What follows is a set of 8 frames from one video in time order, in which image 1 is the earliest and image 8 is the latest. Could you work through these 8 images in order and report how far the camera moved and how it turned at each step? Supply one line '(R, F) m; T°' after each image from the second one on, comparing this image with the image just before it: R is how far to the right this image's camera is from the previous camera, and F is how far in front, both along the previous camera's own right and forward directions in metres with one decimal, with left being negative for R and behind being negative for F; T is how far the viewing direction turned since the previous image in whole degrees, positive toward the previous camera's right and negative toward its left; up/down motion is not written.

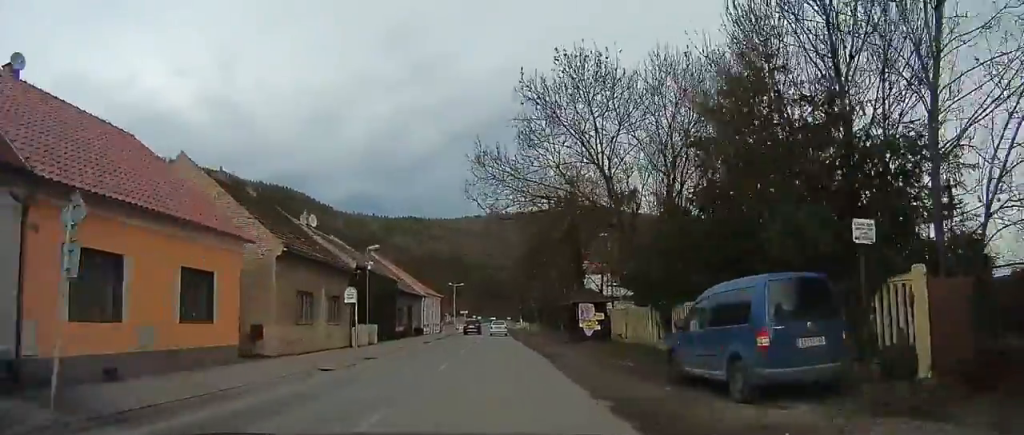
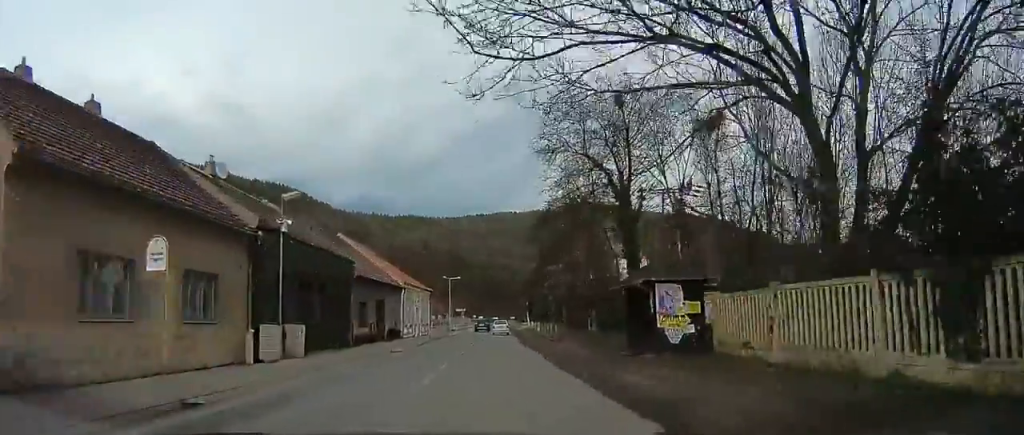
(0.0, +12.7) m; 0°
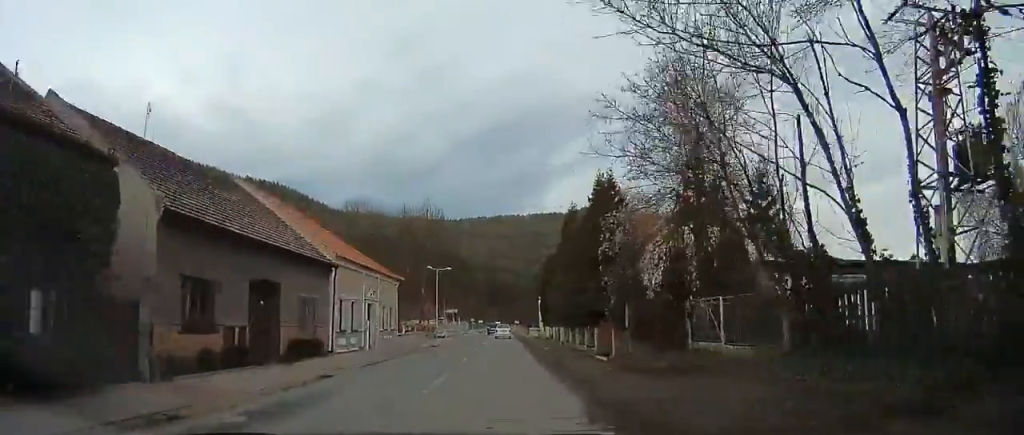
(0.0, +17.4) m; 0°
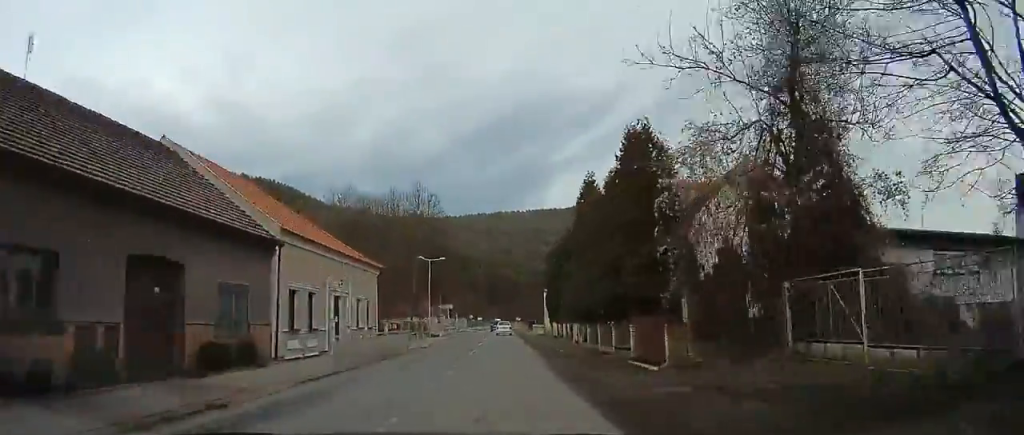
(0.0, +6.0) m; 0°
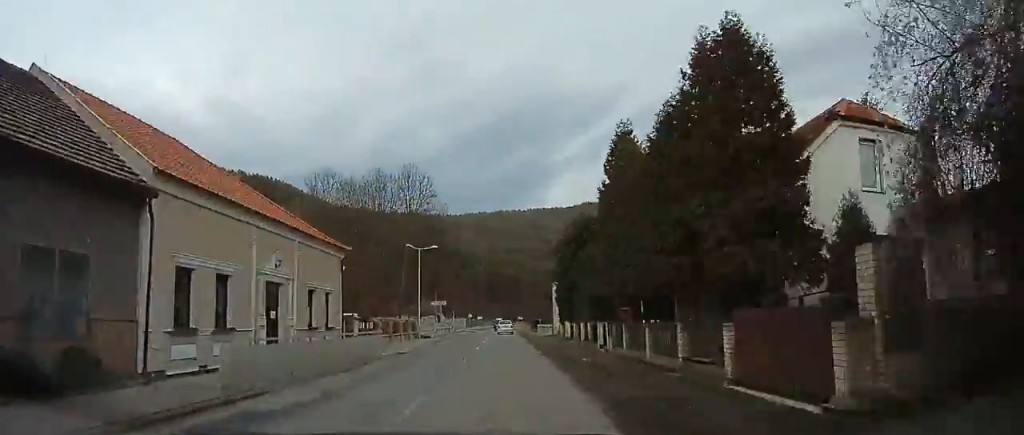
(0.0, +6.6) m; 0°
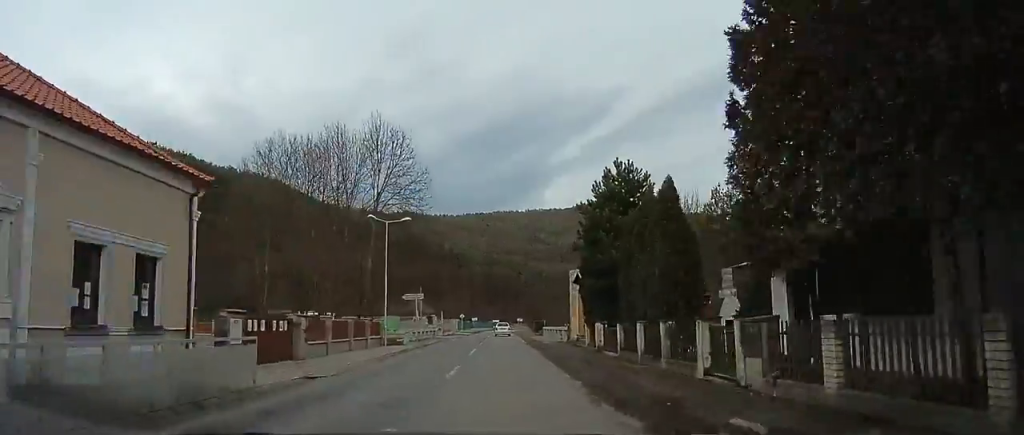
(0.0, +11.2) m; +1°
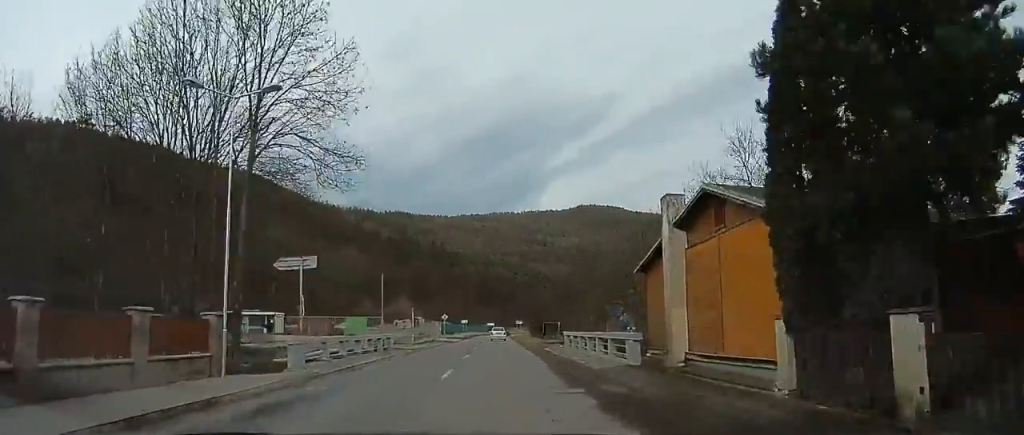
(+0.4, +16.8) m; 0°
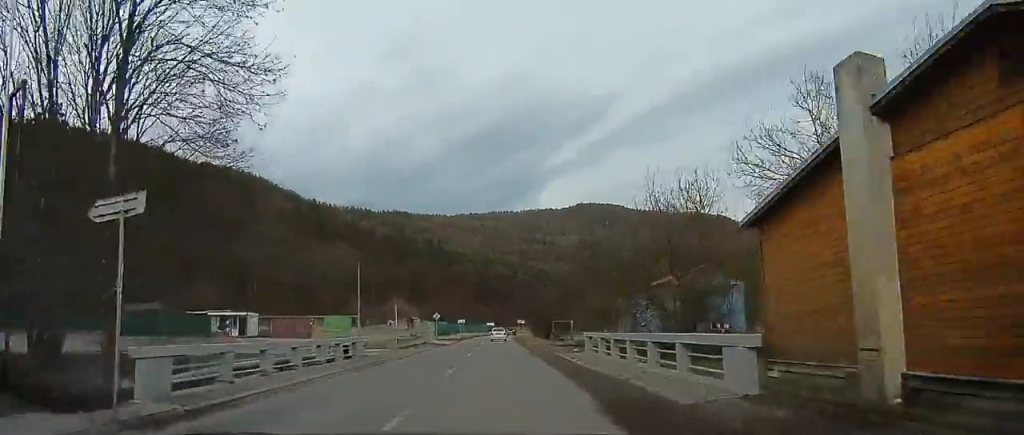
(+0.3, +7.0) m; -2°
